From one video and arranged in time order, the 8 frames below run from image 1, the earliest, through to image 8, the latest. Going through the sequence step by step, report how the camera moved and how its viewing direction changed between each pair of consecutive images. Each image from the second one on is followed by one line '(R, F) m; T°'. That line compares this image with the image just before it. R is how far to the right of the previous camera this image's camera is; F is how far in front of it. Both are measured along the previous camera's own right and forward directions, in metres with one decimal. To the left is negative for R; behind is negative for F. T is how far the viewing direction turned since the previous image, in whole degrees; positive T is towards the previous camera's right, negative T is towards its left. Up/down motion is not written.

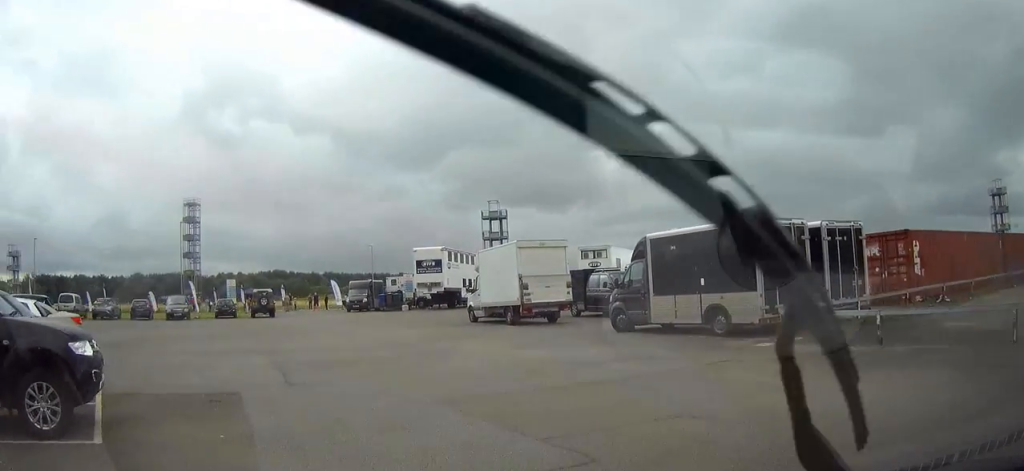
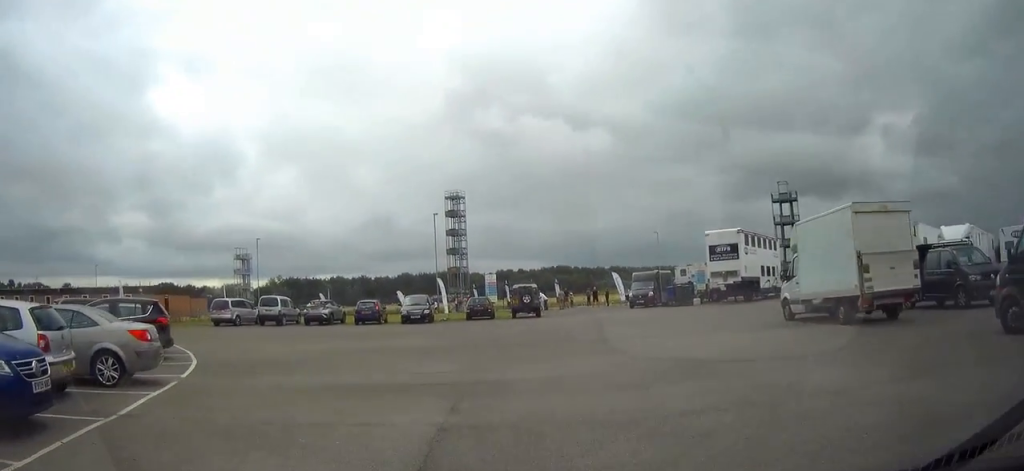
(-2.0, +5.6) m; -45°
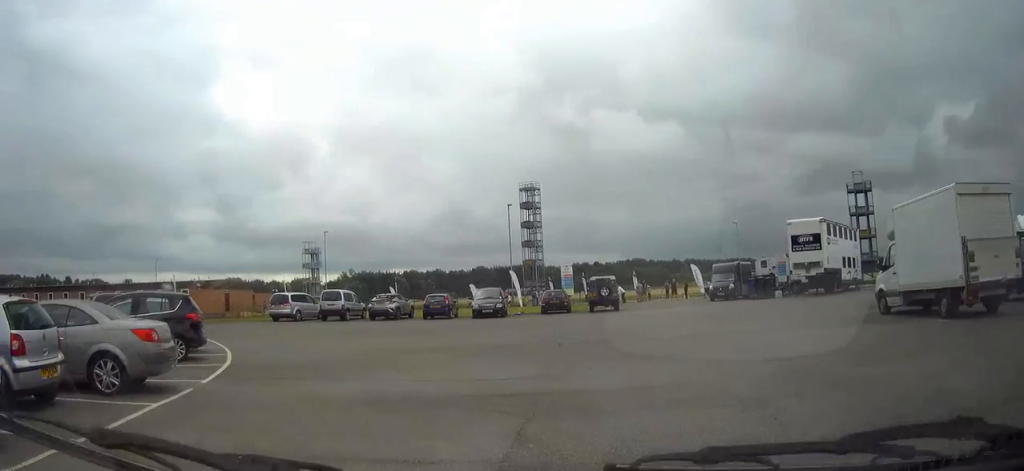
(-0.5, +1.6) m; -8°
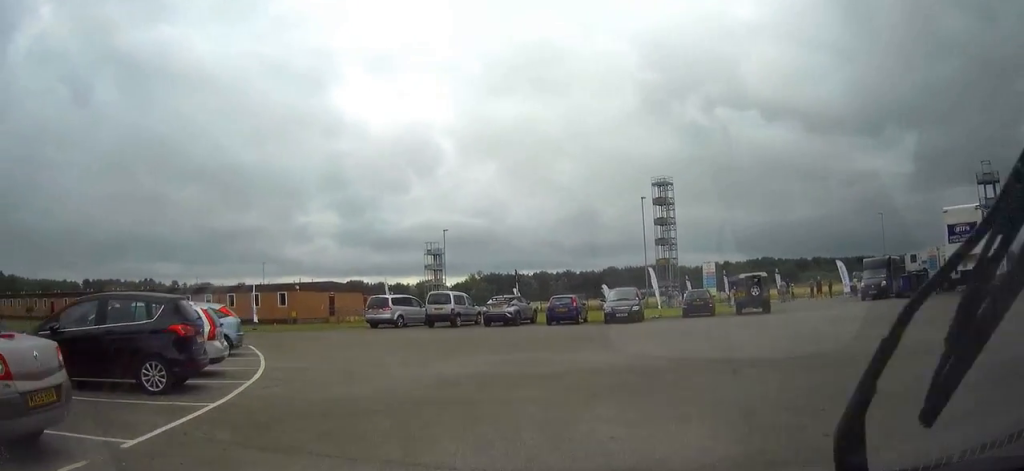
(+0.1, +4.9) m; -4°
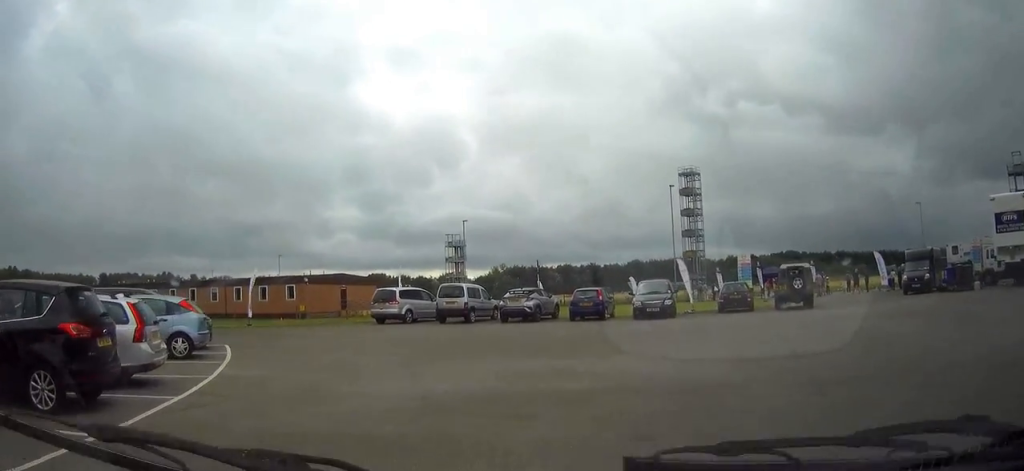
(-0.4, +2.8) m; -5°
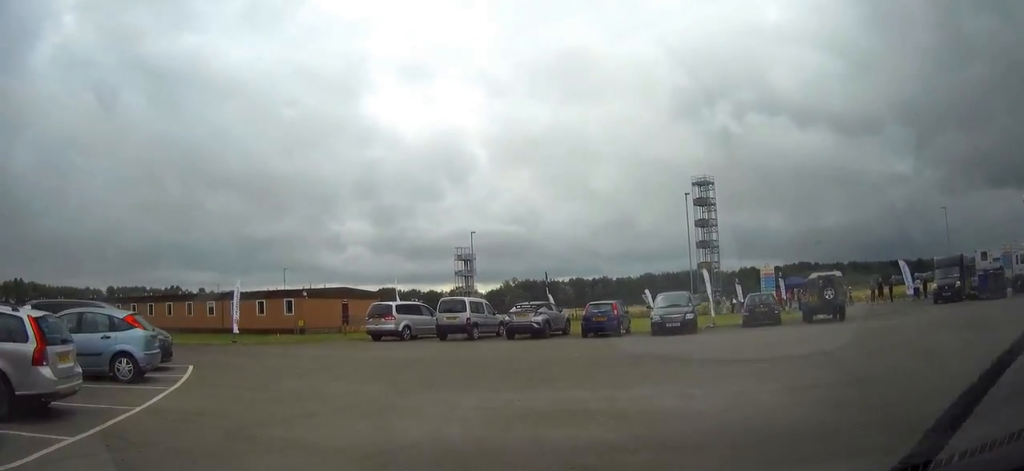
(-0.1, +2.3) m; -4°
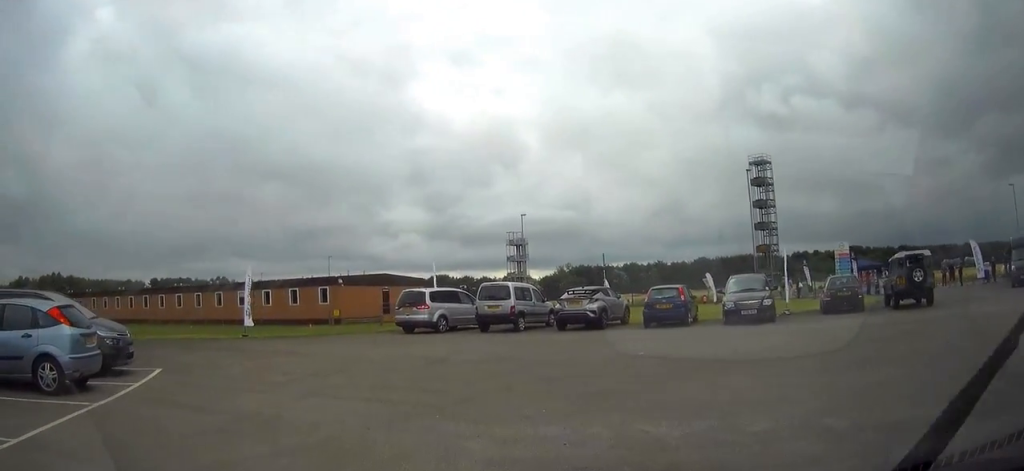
(-0.1, +3.5) m; -4°
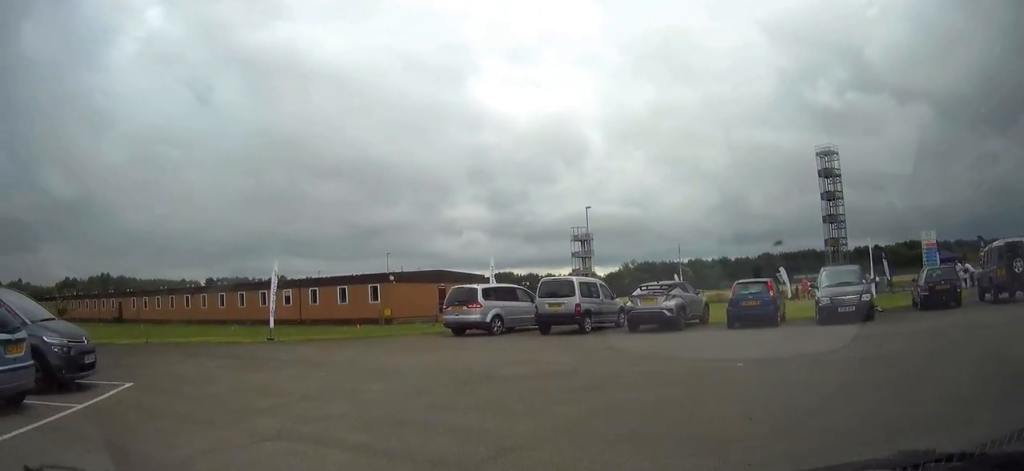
(-0.1, +2.9) m; -2°
